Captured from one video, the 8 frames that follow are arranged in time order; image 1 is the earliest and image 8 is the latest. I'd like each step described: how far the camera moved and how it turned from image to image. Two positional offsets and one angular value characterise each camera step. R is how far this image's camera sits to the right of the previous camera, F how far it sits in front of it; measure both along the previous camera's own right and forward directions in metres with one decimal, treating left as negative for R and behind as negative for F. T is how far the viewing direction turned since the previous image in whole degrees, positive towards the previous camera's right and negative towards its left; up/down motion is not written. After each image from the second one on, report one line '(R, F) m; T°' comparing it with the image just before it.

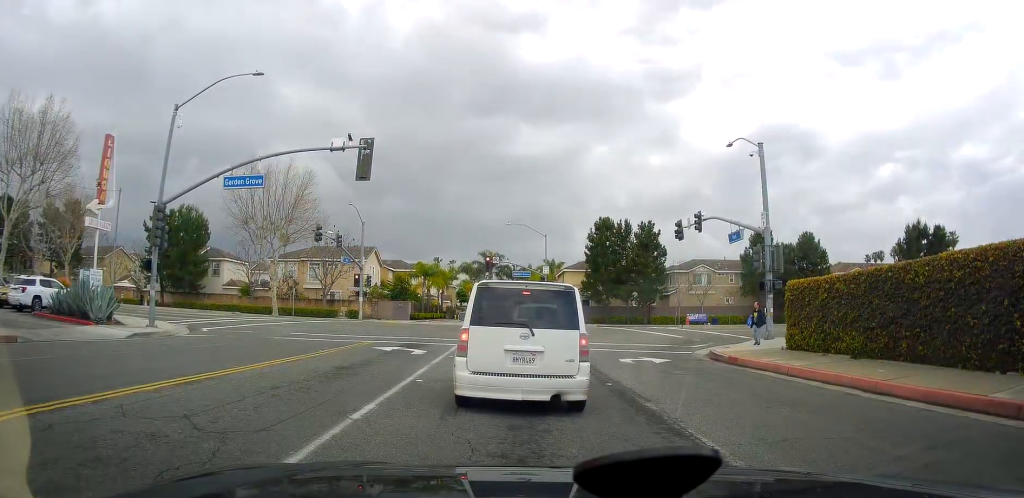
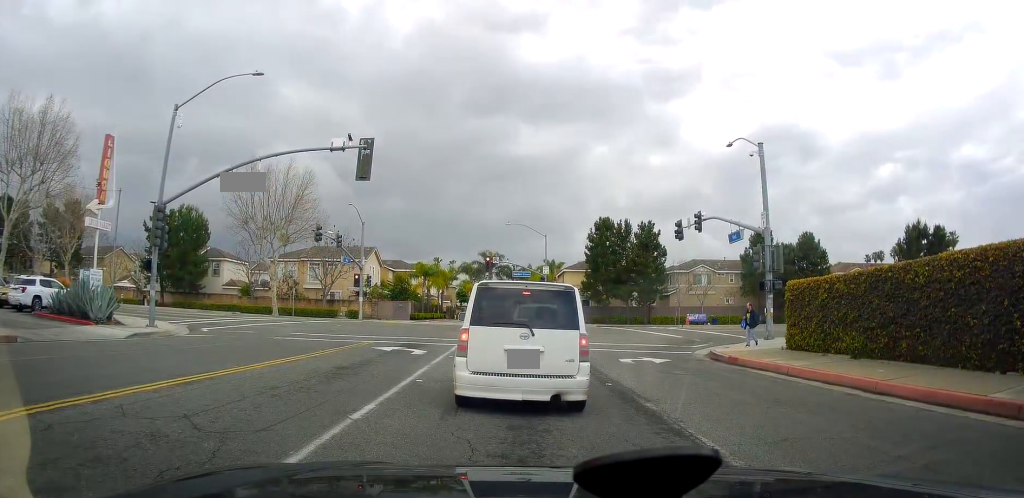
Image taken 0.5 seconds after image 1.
(0.0, -0.2) m; 0°
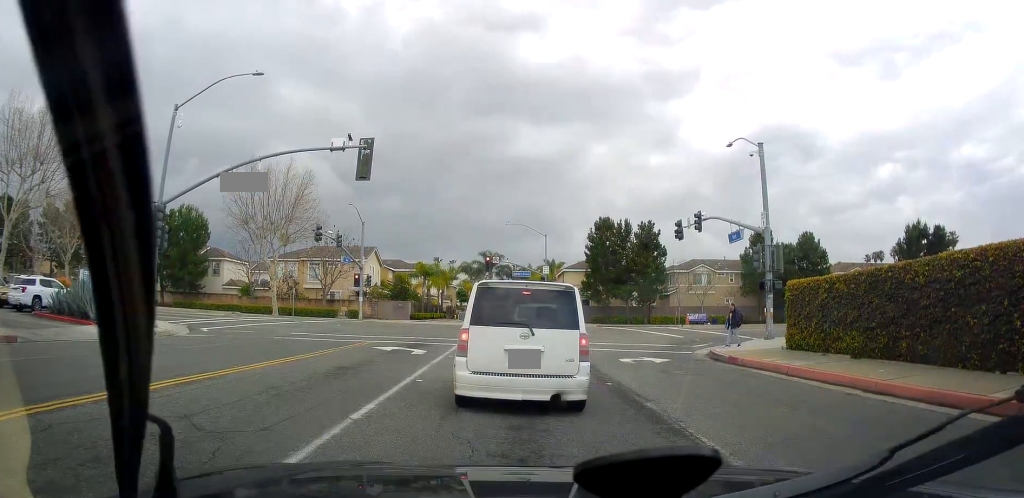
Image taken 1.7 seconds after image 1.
(+0.3, -0.1) m; 0°
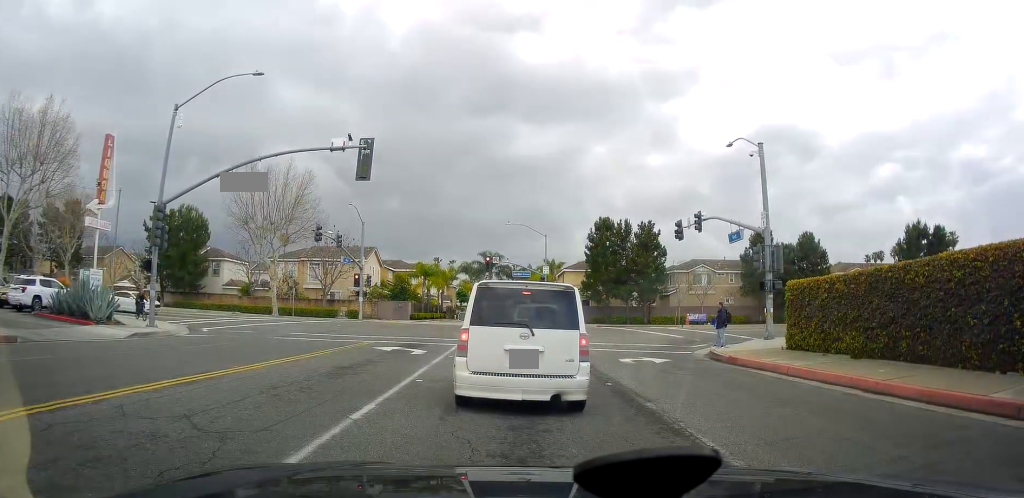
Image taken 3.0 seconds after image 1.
(+0.1, 0.0) m; 0°
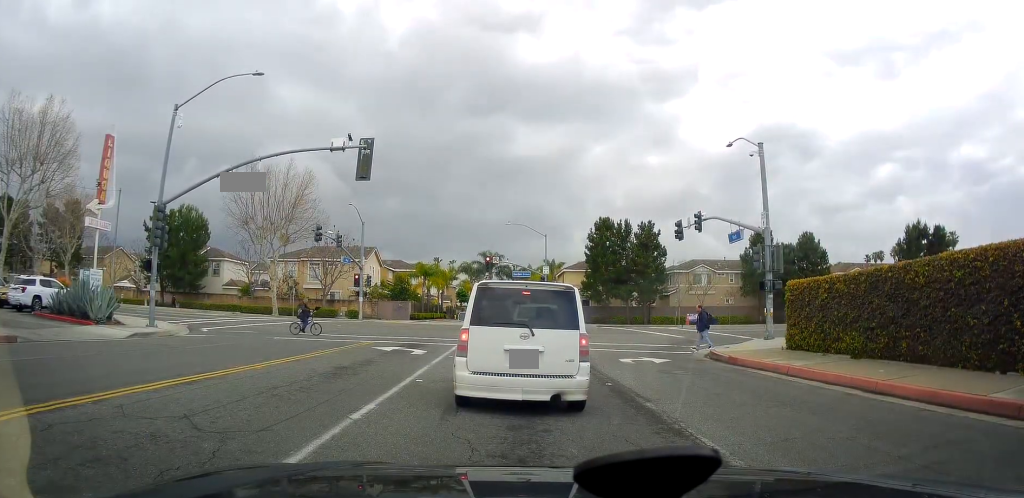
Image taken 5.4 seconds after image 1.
(0.0, 0.0) m; 0°
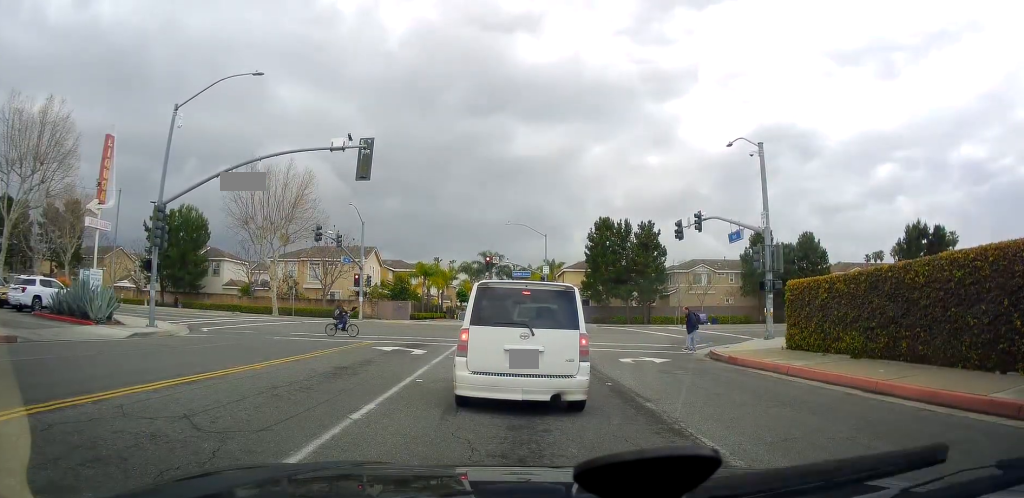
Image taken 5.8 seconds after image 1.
(0.0, 0.0) m; 0°
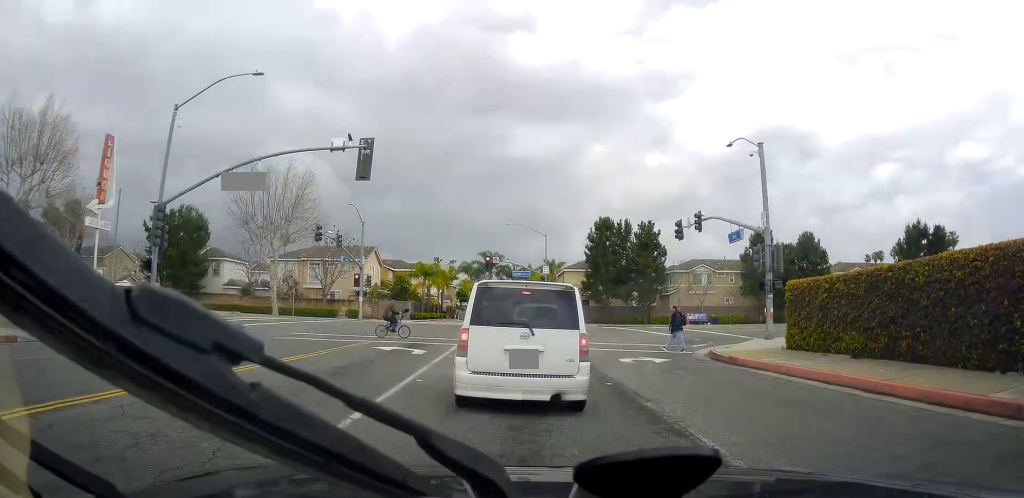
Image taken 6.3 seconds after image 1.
(0.0, 0.0) m; 0°
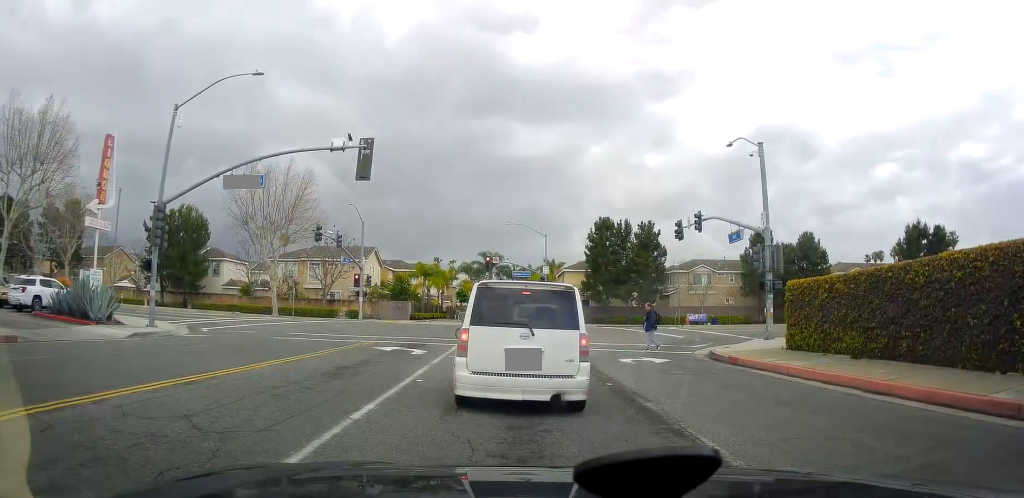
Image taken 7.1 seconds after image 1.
(0.0, 0.0) m; 0°
